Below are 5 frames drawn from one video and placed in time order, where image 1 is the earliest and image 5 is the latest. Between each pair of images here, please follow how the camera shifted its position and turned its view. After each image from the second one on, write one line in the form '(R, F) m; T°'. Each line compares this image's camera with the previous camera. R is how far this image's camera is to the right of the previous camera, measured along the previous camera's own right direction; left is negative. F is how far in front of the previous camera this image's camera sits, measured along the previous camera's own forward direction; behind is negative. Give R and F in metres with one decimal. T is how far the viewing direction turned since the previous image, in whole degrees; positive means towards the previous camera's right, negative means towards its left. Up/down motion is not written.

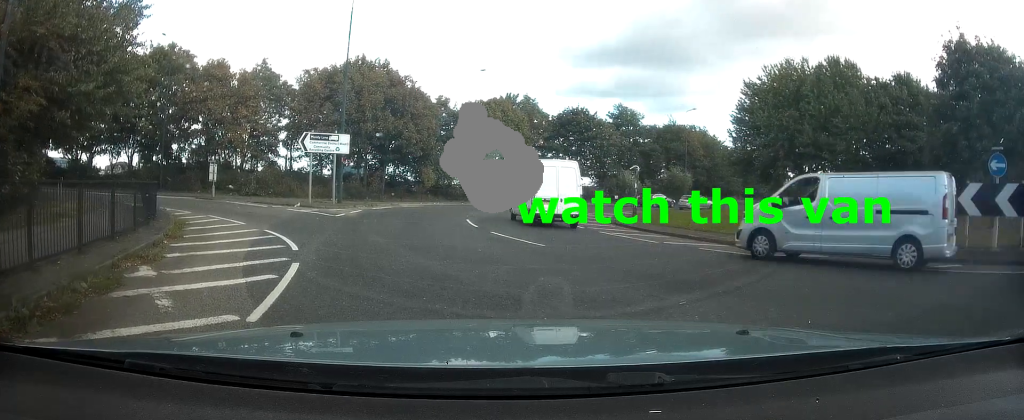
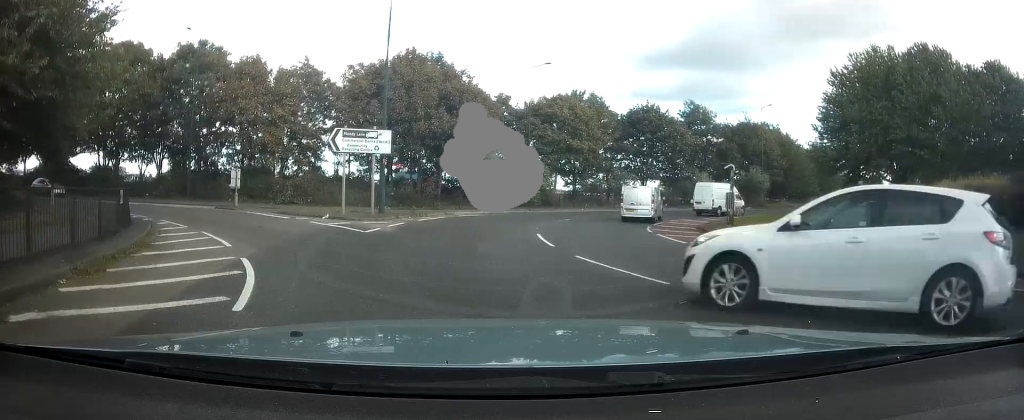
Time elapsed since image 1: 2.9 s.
(-0.5, +2.7) m; -13°
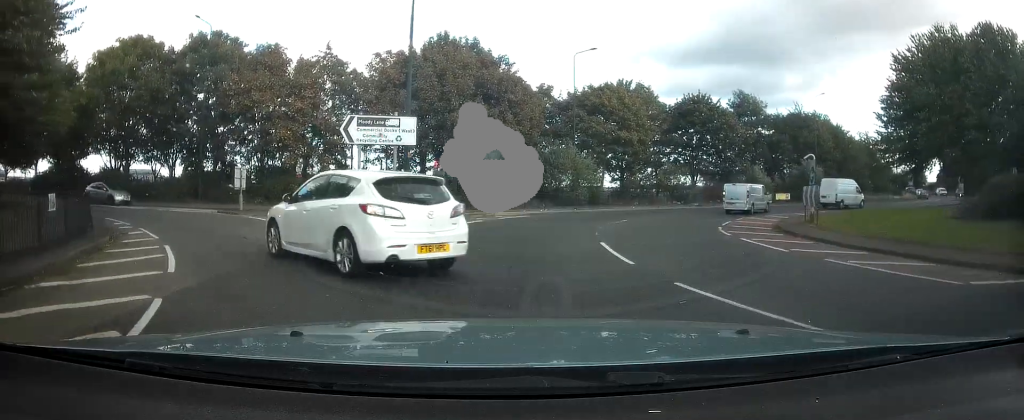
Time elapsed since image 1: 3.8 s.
(0.0, +2.7) m; -4°
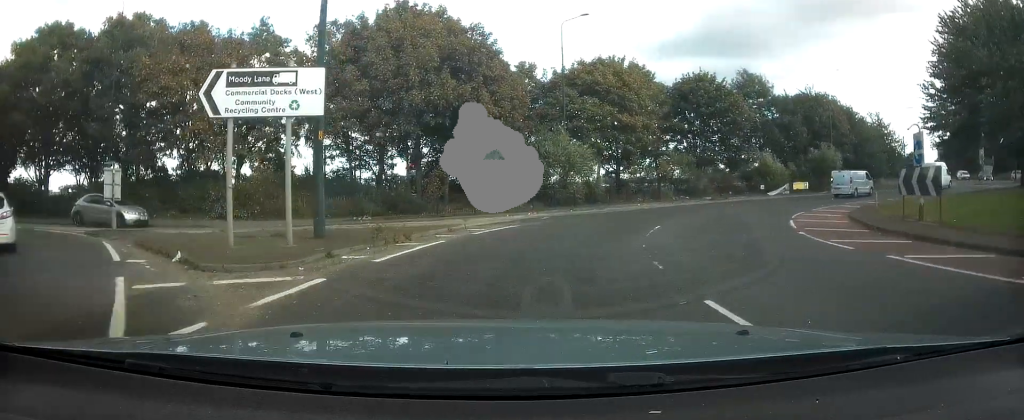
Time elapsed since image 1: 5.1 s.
(-0.3, +5.8) m; +5°
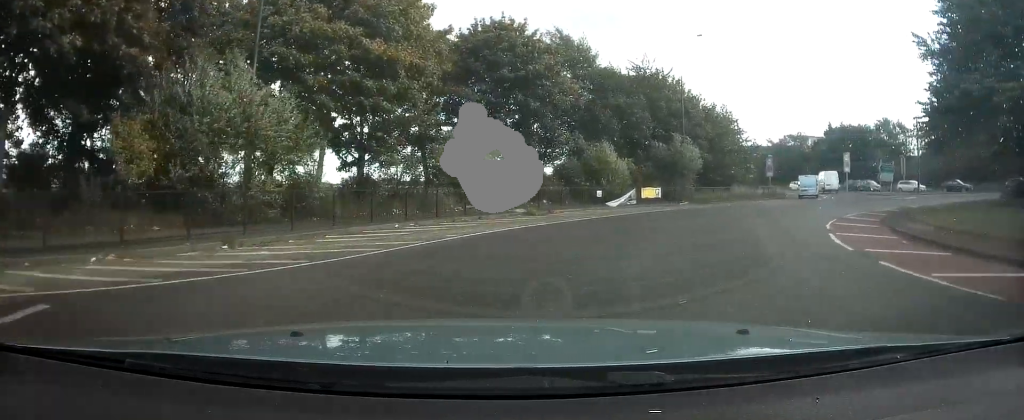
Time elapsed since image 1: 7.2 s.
(+2.9, +15.6) m; +19°
